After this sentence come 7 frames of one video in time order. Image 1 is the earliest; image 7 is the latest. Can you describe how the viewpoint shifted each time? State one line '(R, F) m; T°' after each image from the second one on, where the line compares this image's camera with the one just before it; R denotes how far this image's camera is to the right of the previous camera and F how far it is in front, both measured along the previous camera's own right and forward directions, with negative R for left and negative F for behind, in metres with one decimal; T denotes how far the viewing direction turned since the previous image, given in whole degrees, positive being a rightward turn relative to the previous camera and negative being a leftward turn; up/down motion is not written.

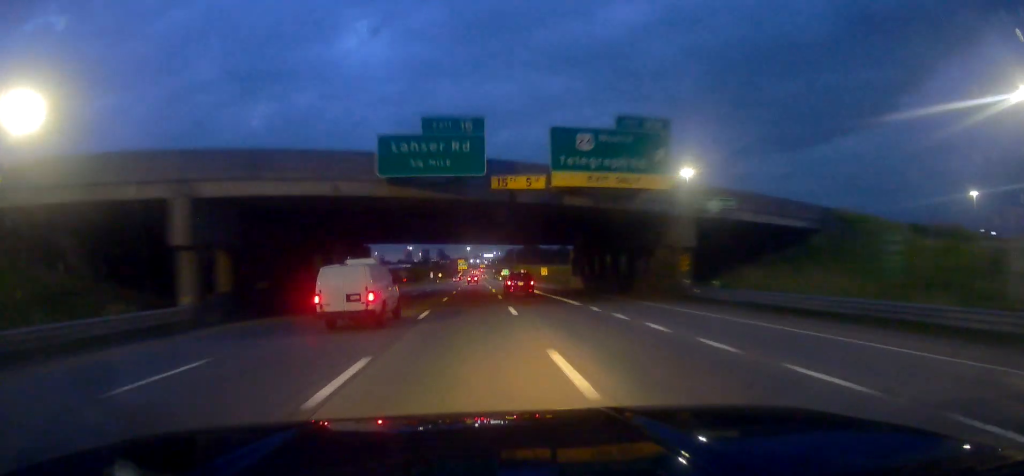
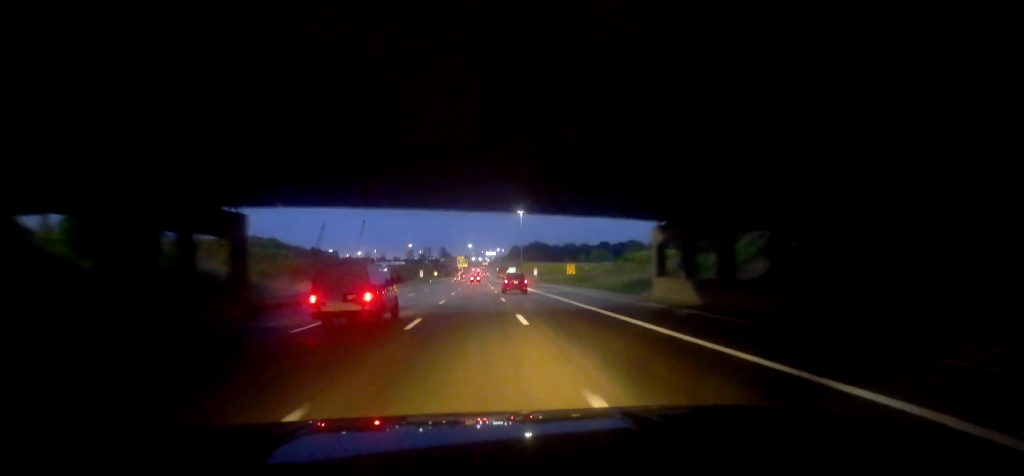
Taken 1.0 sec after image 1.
(+0.2, +34.7) m; -1°
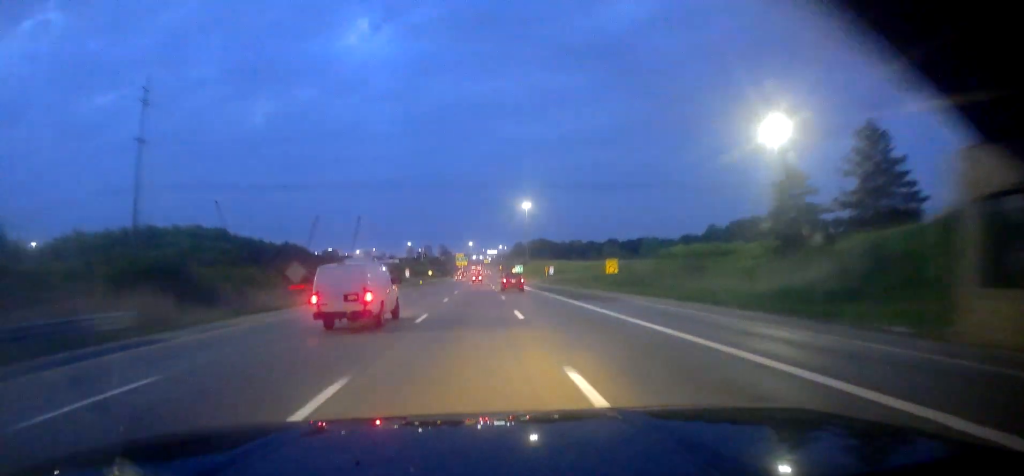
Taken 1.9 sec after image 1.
(-0.6, +28.0) m; 0°
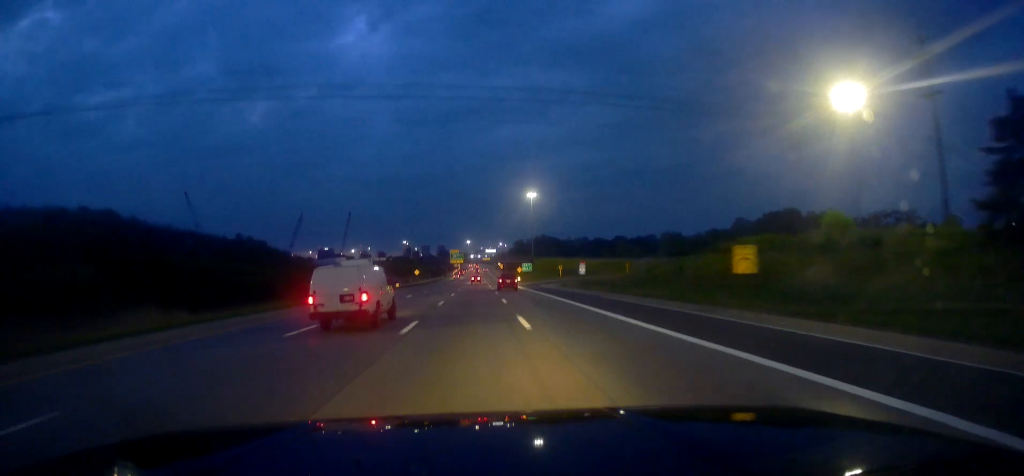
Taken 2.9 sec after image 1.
(+0.5, +34.7) m; 0°
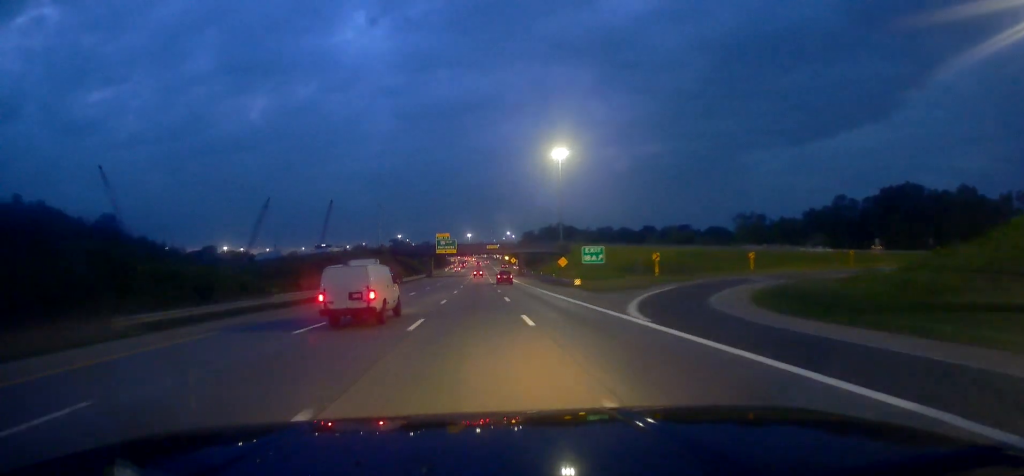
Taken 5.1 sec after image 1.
(-0.5, +75.1) m; 0°
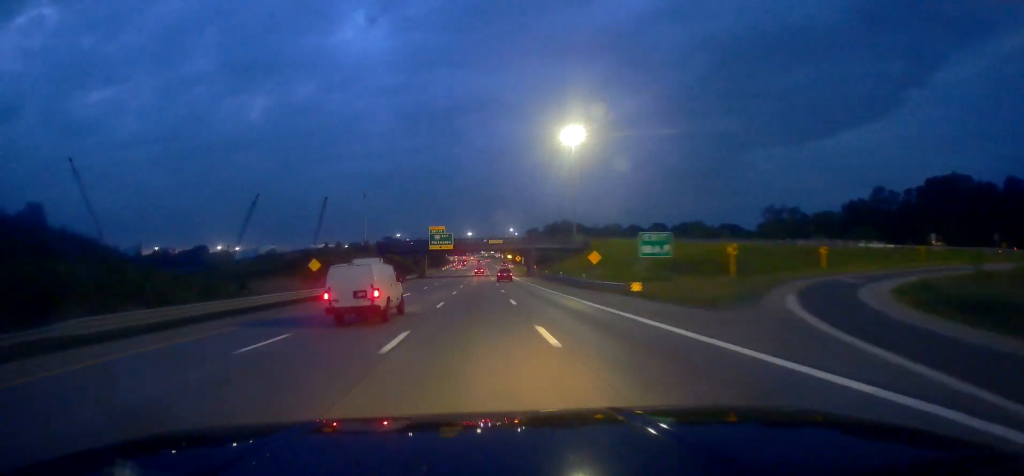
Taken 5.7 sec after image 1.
(-0.1, +20.1) m; 0°
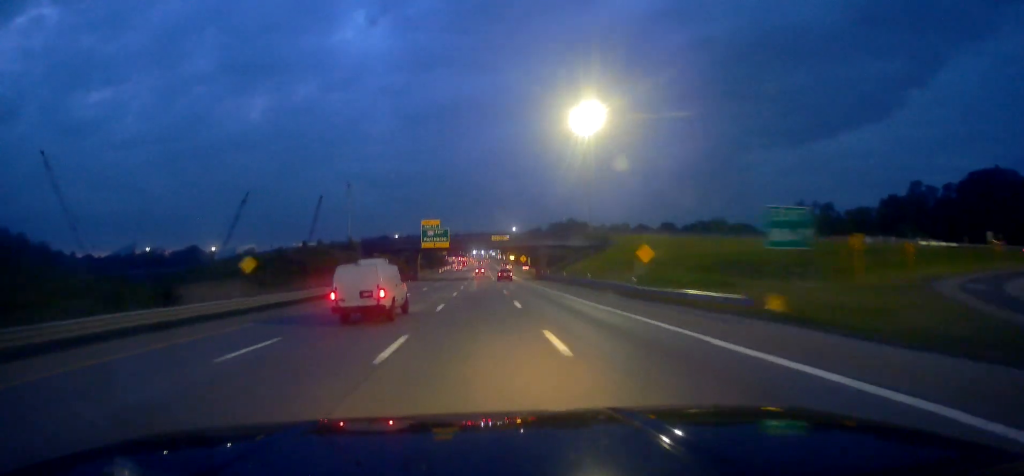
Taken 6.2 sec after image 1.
(0.0, +16.7) m; 0°
